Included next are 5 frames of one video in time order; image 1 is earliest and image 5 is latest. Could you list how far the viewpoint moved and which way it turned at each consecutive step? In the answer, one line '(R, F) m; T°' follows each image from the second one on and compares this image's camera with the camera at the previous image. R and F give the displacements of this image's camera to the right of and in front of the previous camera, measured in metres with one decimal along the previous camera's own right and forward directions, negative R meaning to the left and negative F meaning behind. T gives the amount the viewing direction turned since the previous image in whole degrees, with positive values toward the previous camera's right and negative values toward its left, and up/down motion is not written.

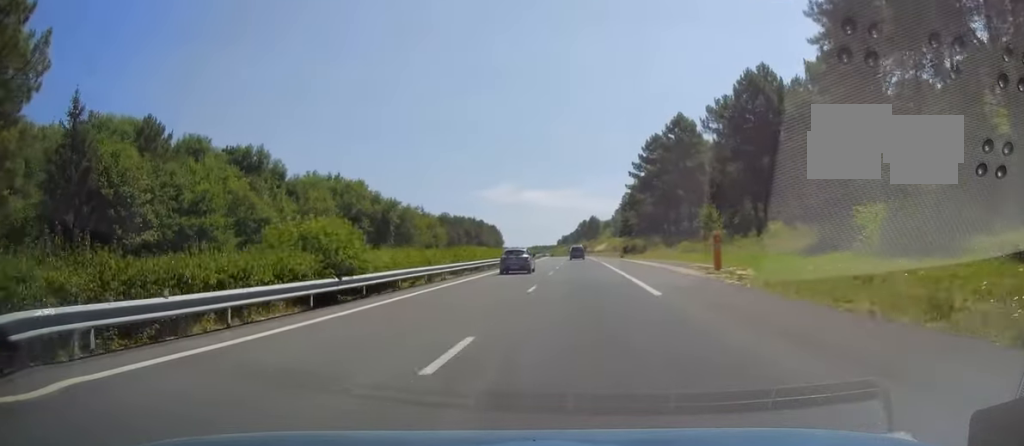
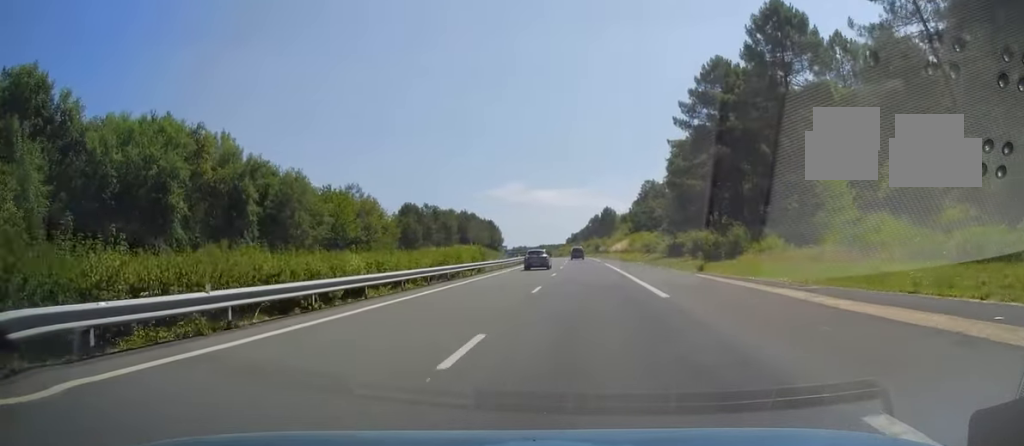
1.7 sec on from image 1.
(-0.4, +52.2) m; 0°
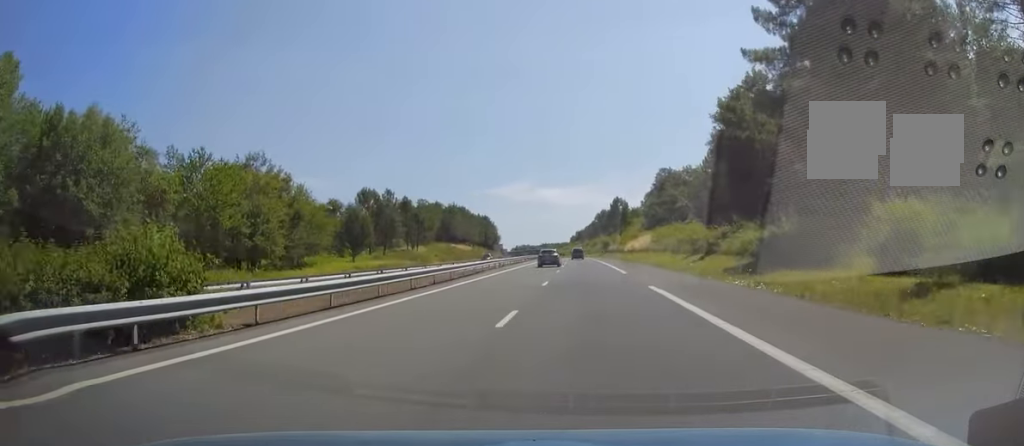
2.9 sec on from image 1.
(0.0, +35.3) m; 0°
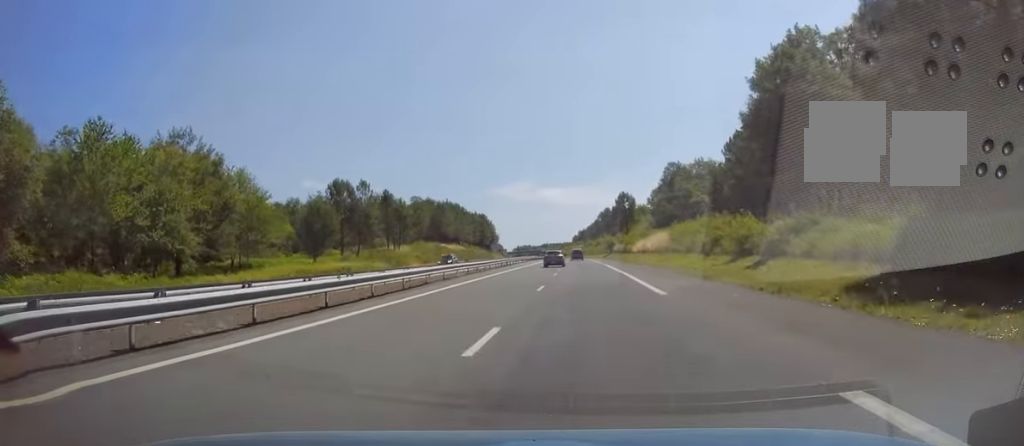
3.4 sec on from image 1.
(0.0, +16.1) m; 0°
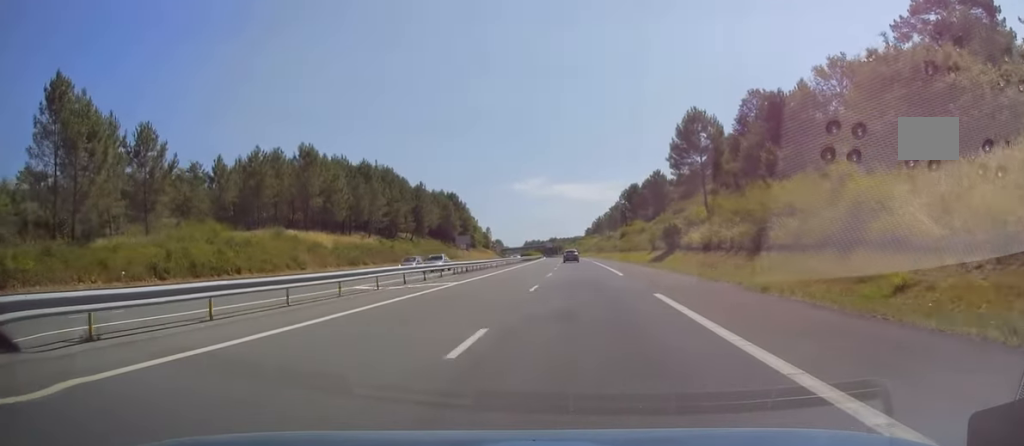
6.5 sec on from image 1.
(-1.9, +91.6) m; -3°
